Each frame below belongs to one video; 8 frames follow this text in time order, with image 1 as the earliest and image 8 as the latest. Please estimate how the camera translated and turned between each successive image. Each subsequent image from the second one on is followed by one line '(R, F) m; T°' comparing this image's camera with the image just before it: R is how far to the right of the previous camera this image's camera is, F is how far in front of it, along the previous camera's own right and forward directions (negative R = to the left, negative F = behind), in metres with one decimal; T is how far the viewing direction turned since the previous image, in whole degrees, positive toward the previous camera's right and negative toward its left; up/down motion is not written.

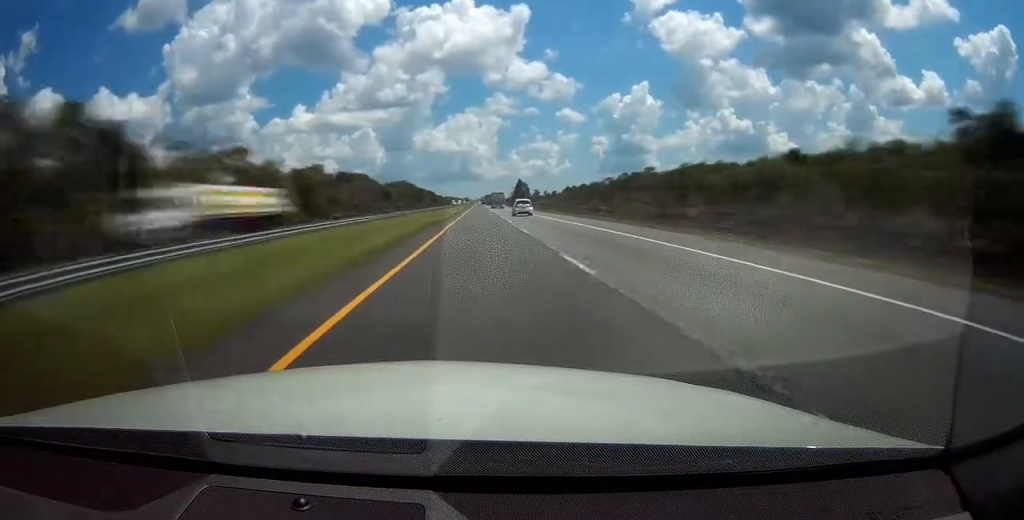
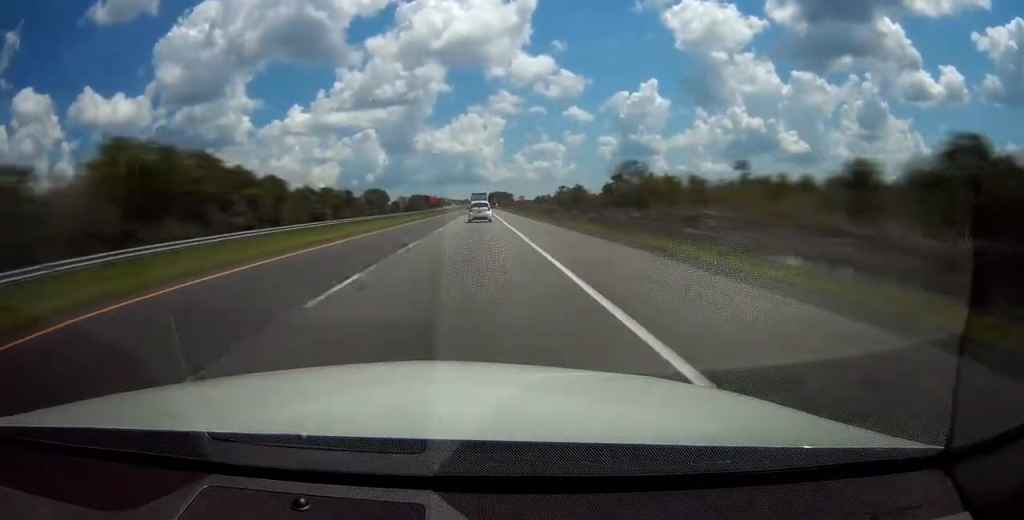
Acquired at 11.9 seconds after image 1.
(+0.3, +365.6) m; 0°
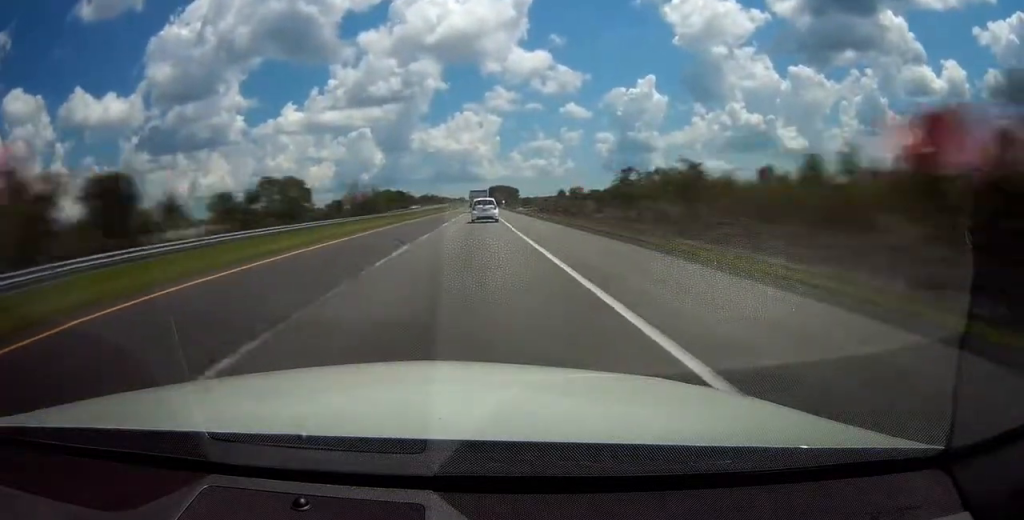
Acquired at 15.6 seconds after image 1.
(-0.3, +112.0) m; 0°
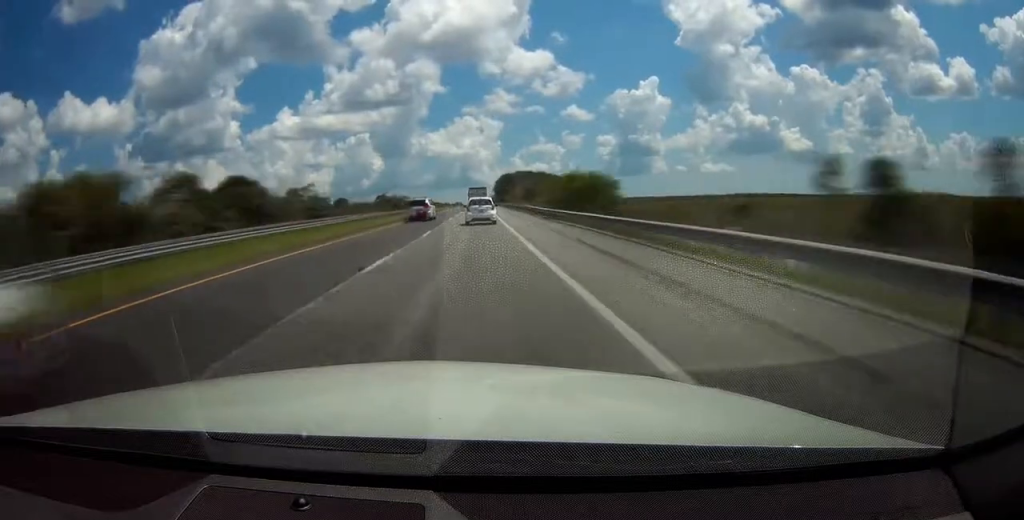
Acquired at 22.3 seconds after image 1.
(-0.1, +193.5) m; 0°
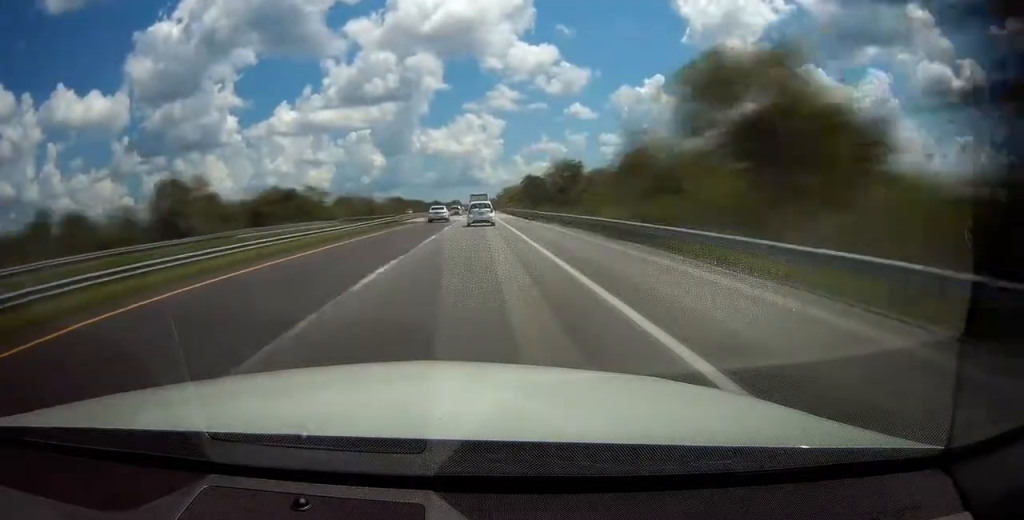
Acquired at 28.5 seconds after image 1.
(-0.5, +178.7) m; 0°
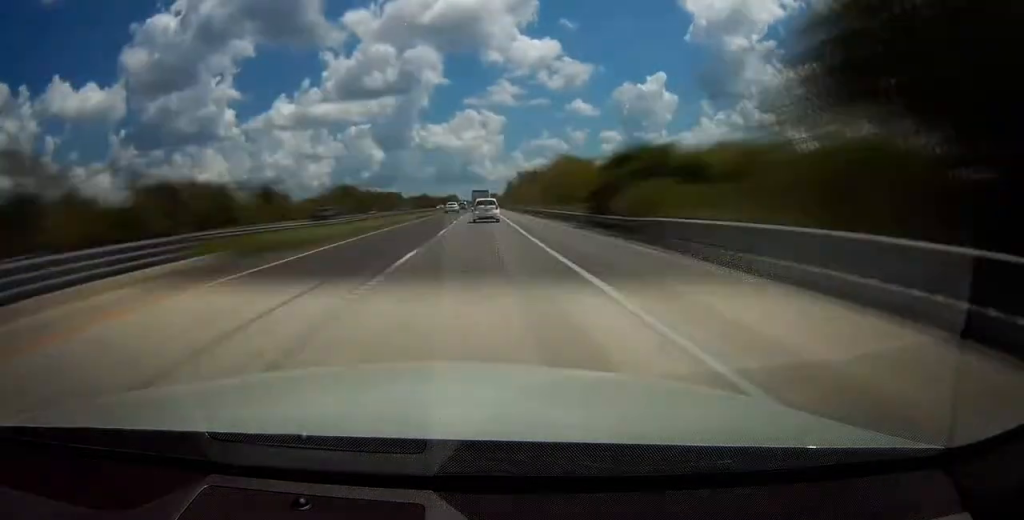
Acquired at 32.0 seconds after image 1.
(+0.4, +99.1) m; 0°
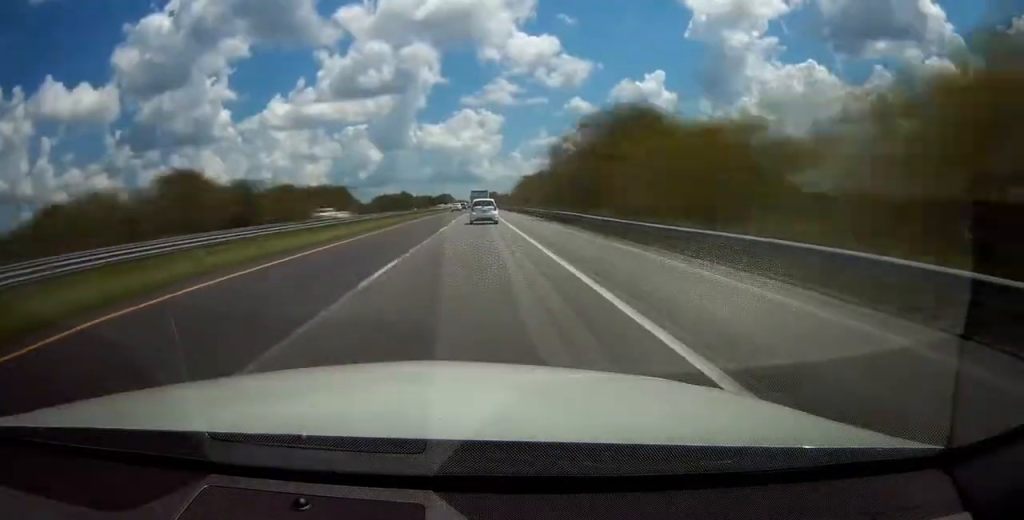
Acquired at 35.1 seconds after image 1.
(+0.2, +90.2) m; 0°
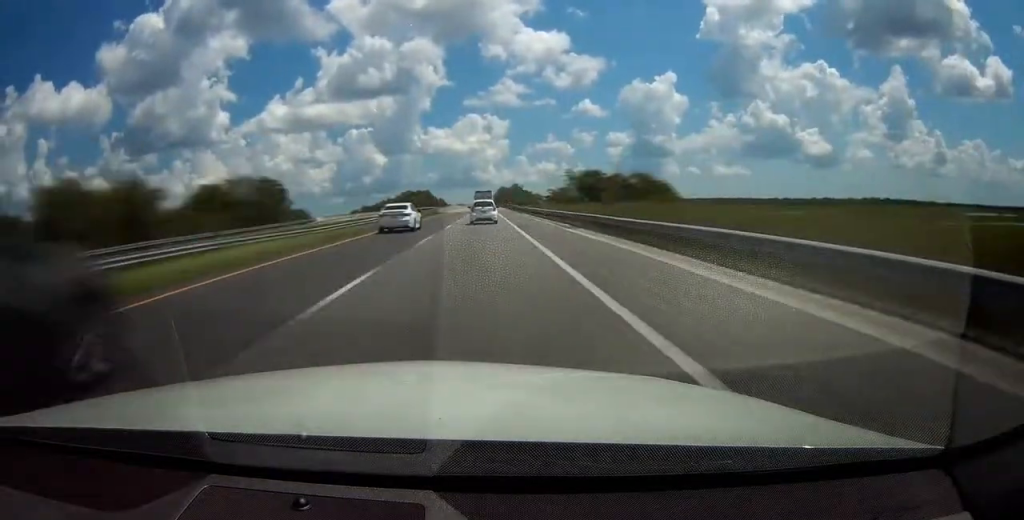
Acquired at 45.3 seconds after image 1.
(-0.8, +288.5) m; 0°
